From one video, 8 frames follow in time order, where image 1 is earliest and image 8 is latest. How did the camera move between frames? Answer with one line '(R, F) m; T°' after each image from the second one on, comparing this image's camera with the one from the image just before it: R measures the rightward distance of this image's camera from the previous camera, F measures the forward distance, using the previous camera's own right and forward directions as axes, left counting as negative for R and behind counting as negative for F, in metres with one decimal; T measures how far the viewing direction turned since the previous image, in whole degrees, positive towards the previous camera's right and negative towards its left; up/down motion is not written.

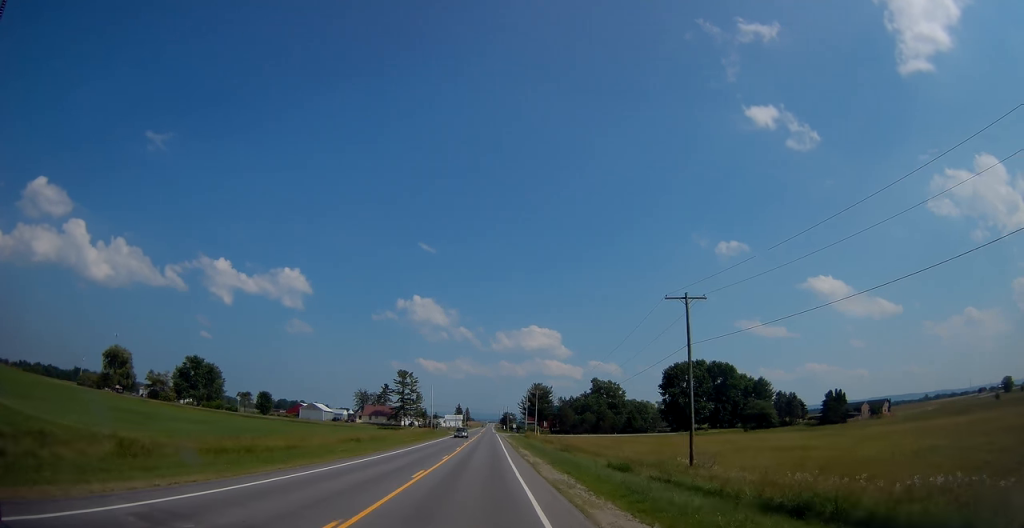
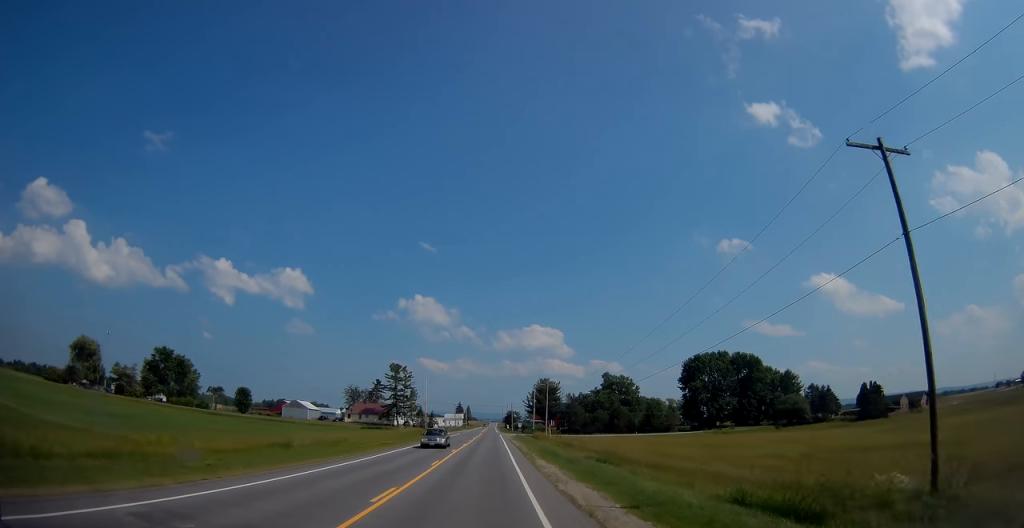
(0.0, +18.9) m; 0°
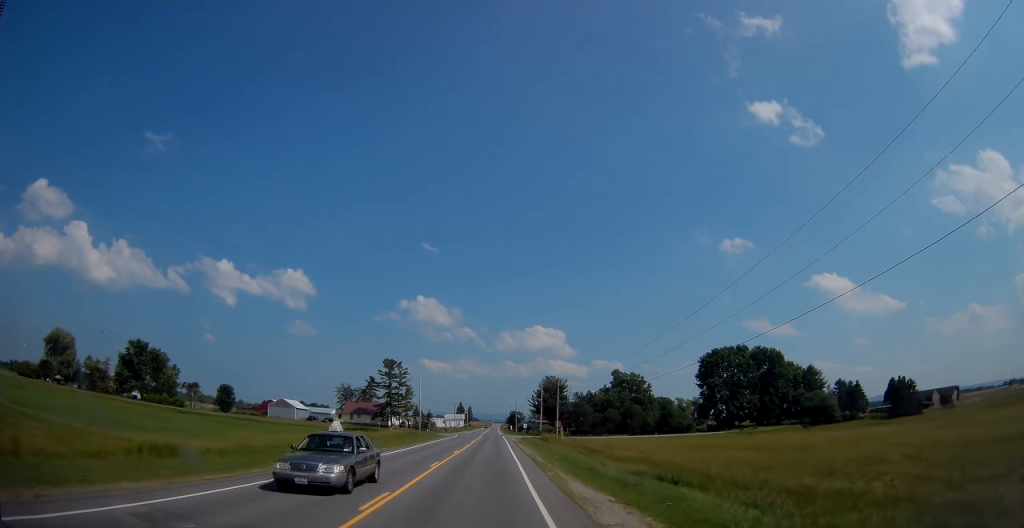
(-0.1, +13.6) m; 0°
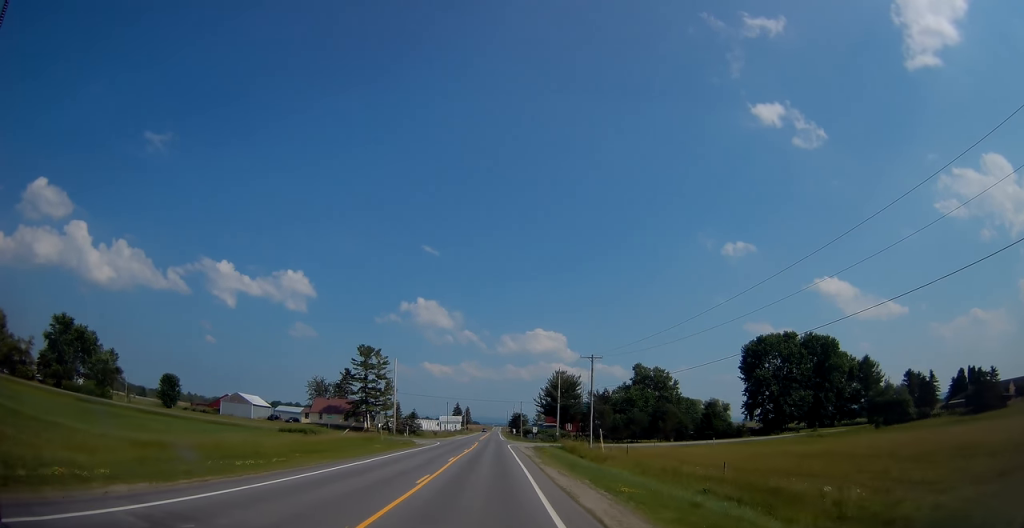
(-0.1, +30.5) m; 0°
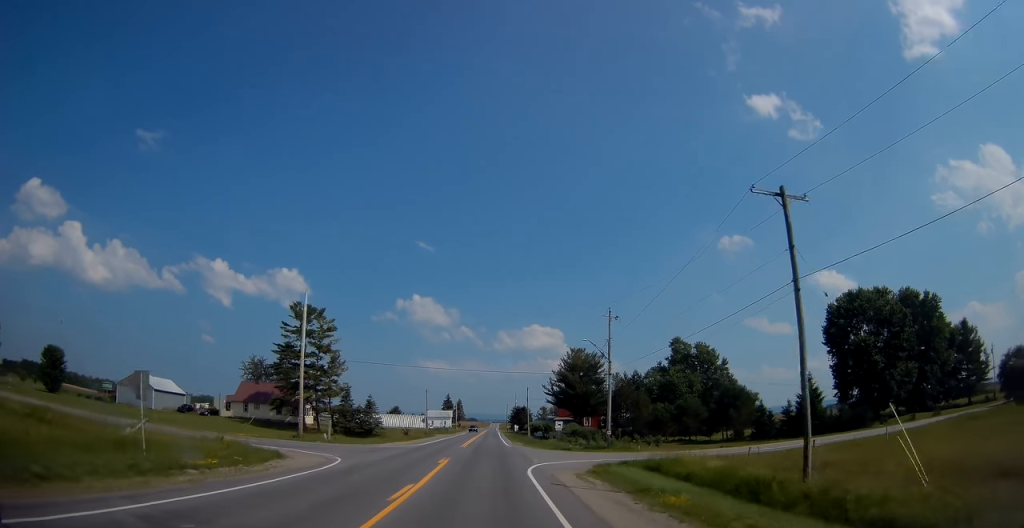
(0.0, +41.5) m; 0°
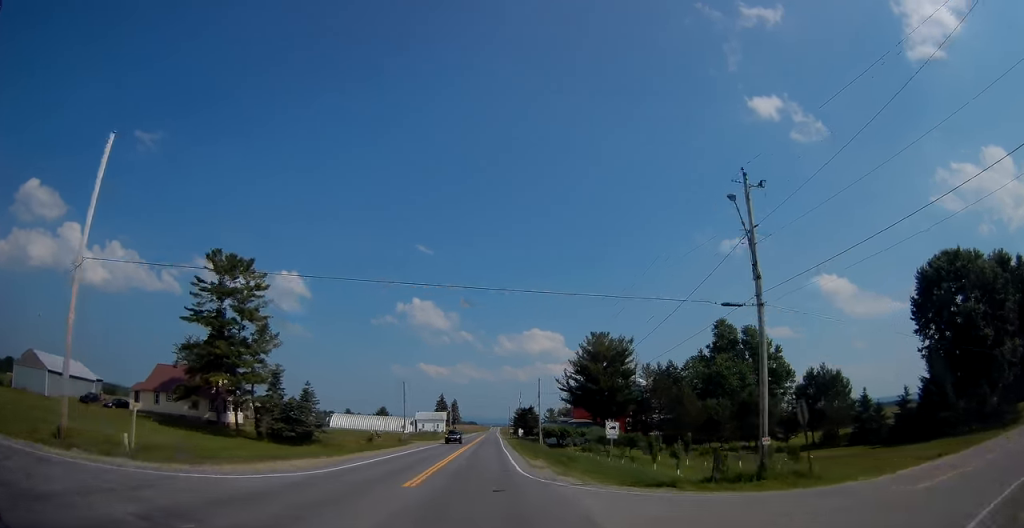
(-0.1, +27.9) m; 0°
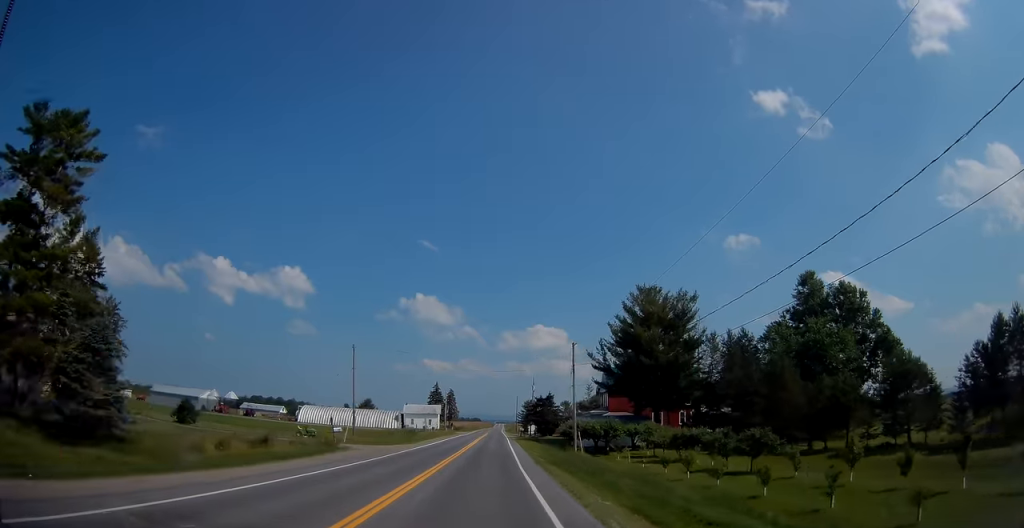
(0.0, +32.1) m; 0°
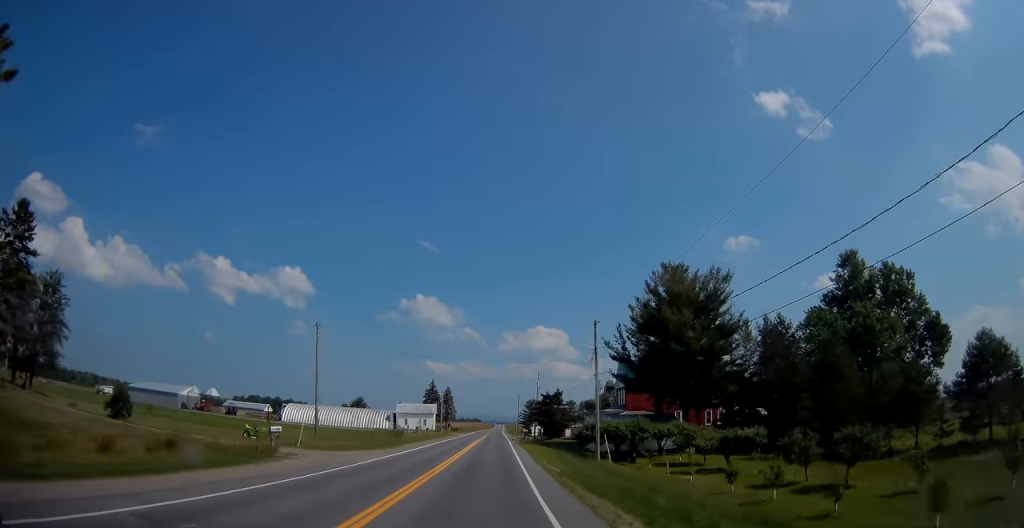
(0.0, +11.0) m; 0°
